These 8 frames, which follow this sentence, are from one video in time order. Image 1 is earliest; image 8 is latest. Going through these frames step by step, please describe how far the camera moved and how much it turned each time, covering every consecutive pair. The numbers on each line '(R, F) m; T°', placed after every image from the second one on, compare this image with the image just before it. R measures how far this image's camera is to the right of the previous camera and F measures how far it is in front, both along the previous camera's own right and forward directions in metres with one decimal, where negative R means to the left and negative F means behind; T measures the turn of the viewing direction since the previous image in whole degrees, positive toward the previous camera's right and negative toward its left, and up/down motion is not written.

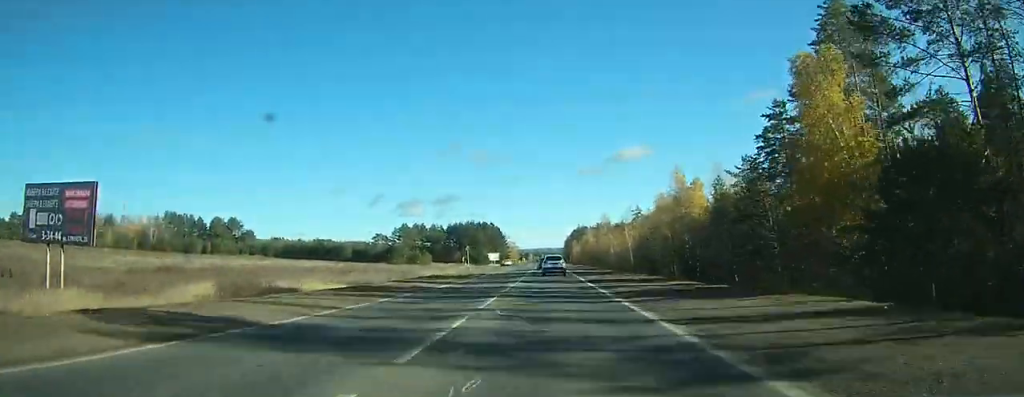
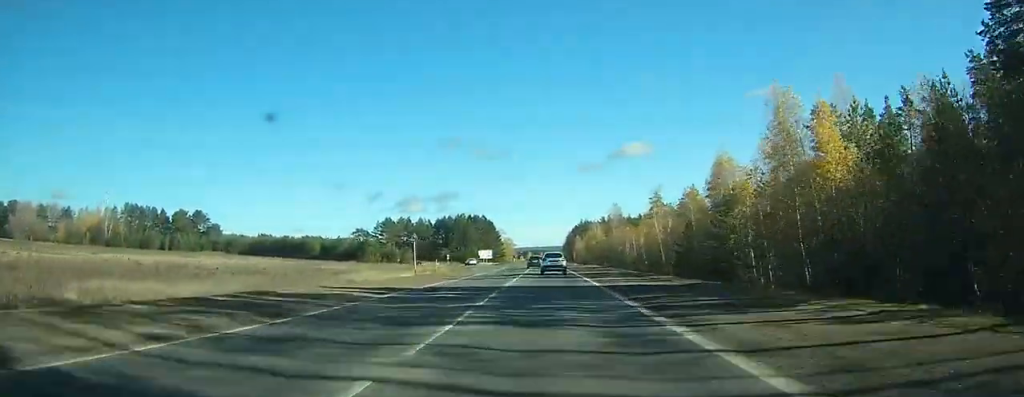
(+0.2, +31.0) m; 0°
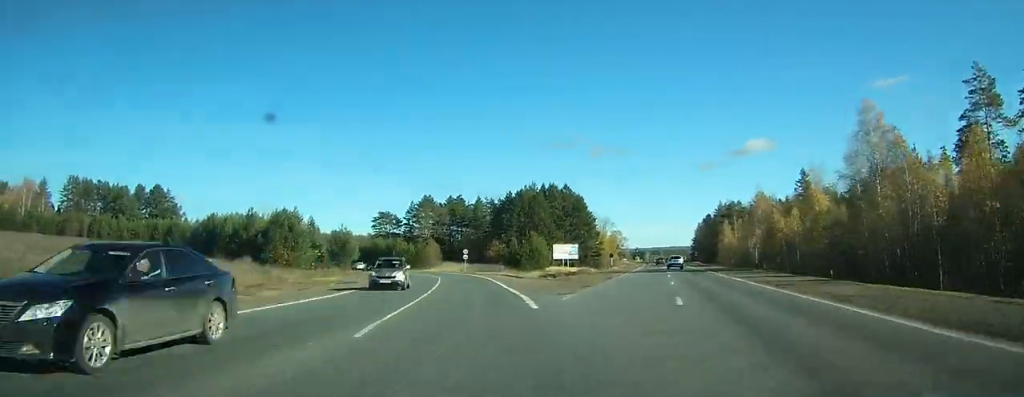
(-2.3, +99.6) m; -10°
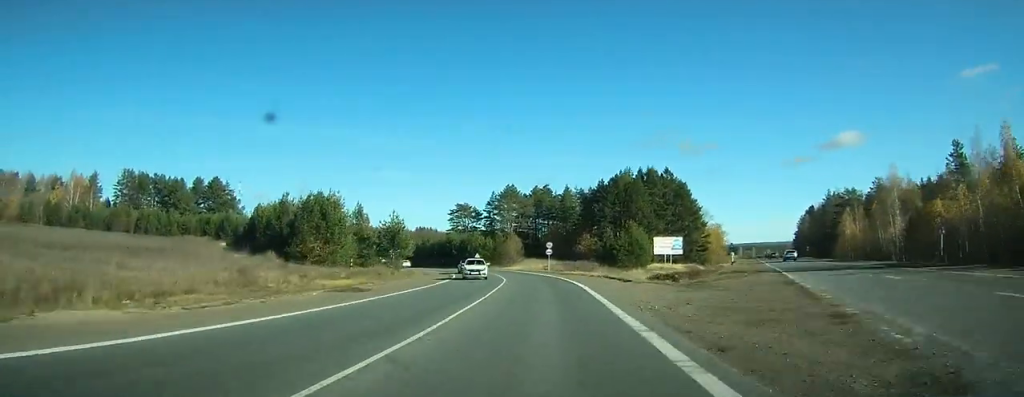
(-2.0, +19.4) m; -7°
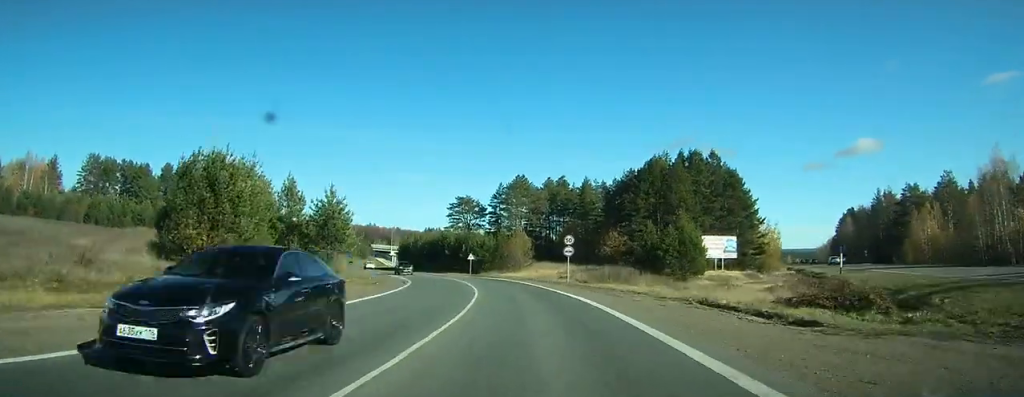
(-1.8, +24.6) m; -7°
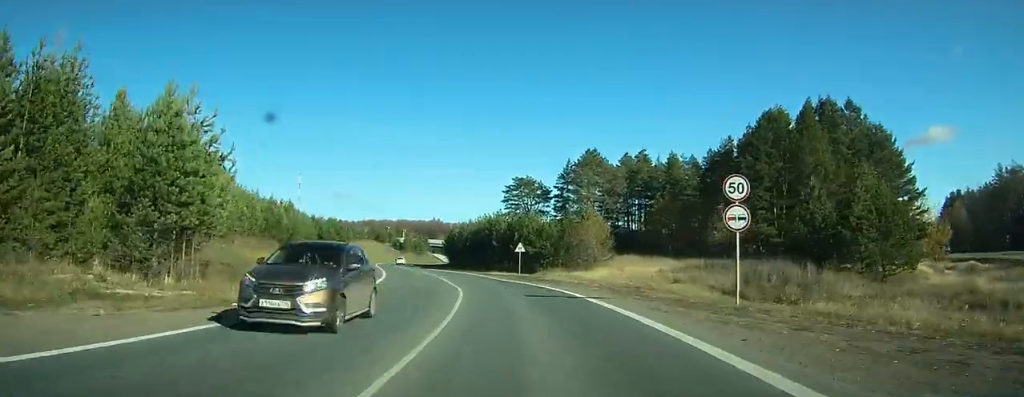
(-1.3, +25.7) m; -6°
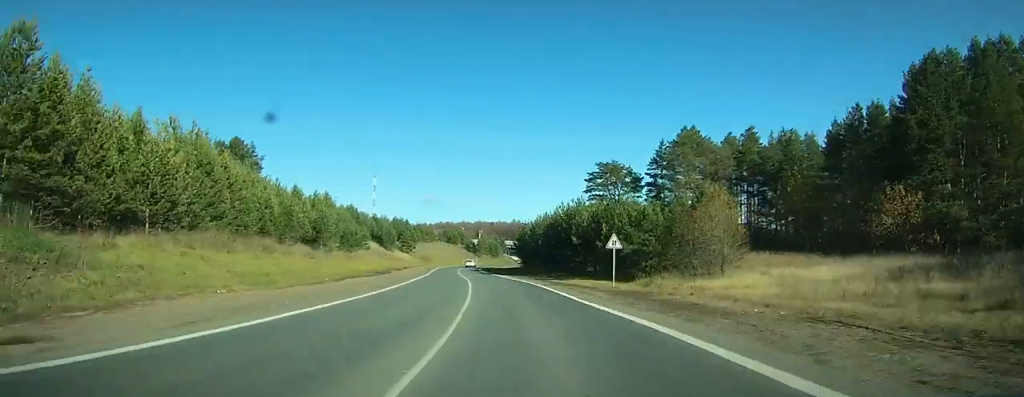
(-0.1, +18.4) m; -4°
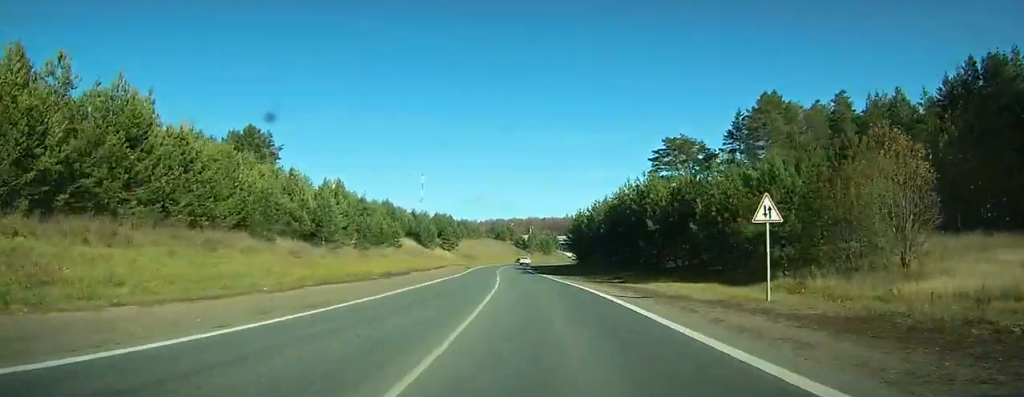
(-1.0, +15.0) m; -3°
